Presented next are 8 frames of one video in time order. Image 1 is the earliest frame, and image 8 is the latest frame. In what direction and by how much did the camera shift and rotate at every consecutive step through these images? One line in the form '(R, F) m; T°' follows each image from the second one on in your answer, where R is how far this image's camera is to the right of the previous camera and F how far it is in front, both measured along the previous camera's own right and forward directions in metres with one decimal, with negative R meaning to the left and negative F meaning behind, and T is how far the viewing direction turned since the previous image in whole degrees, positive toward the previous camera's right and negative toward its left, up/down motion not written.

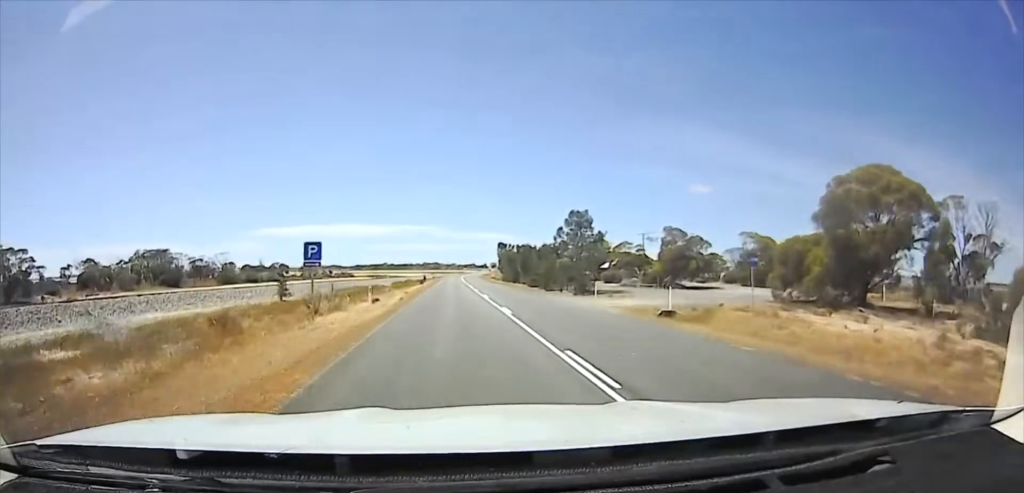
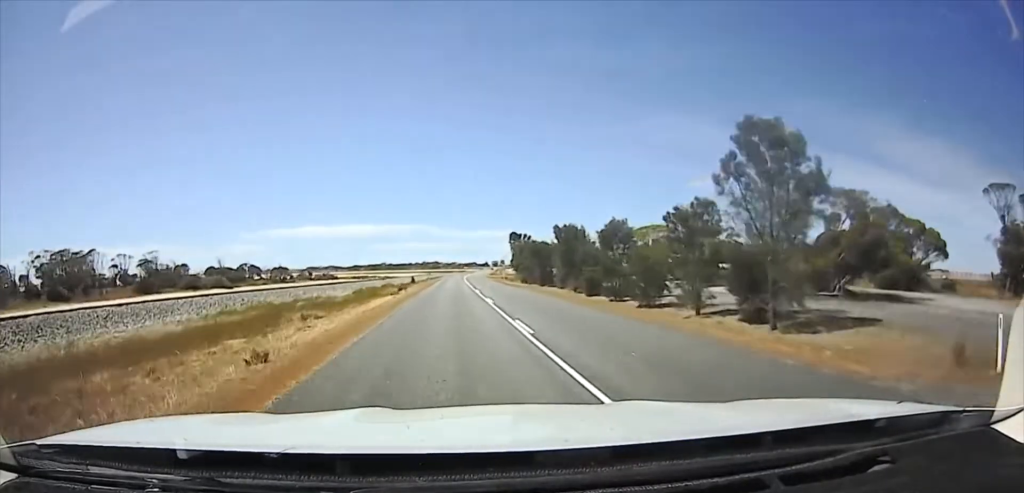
(0.0, +25.0) m; 0°
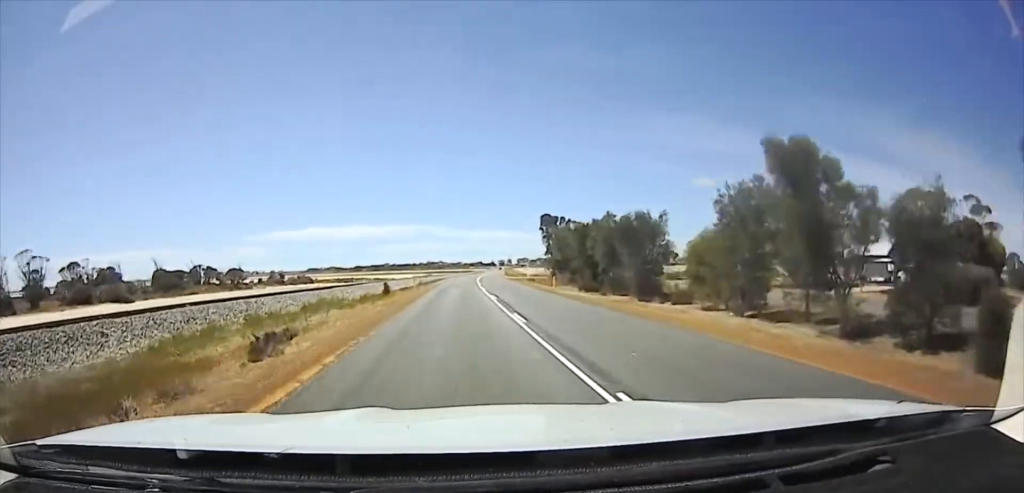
(-0.1, +29.0) m; 0°
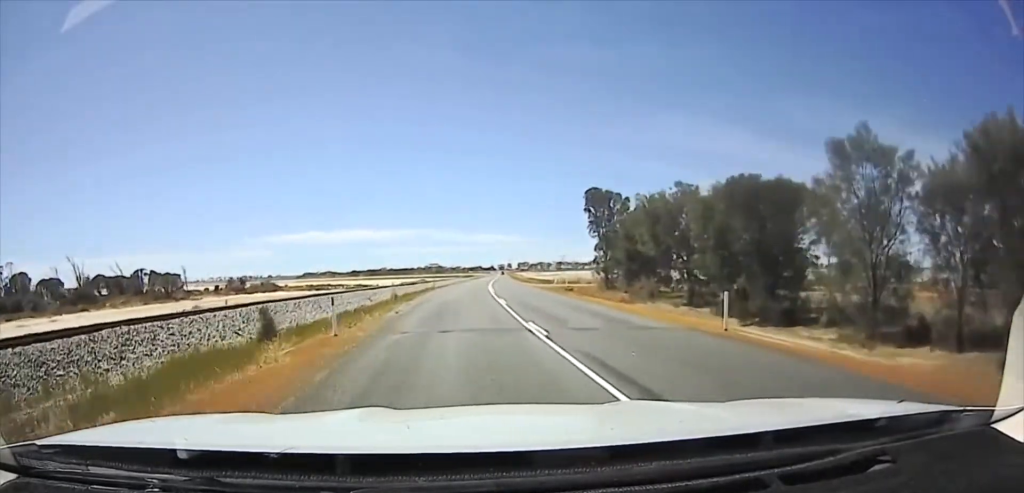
(-0.1, +23.5) m; +1°
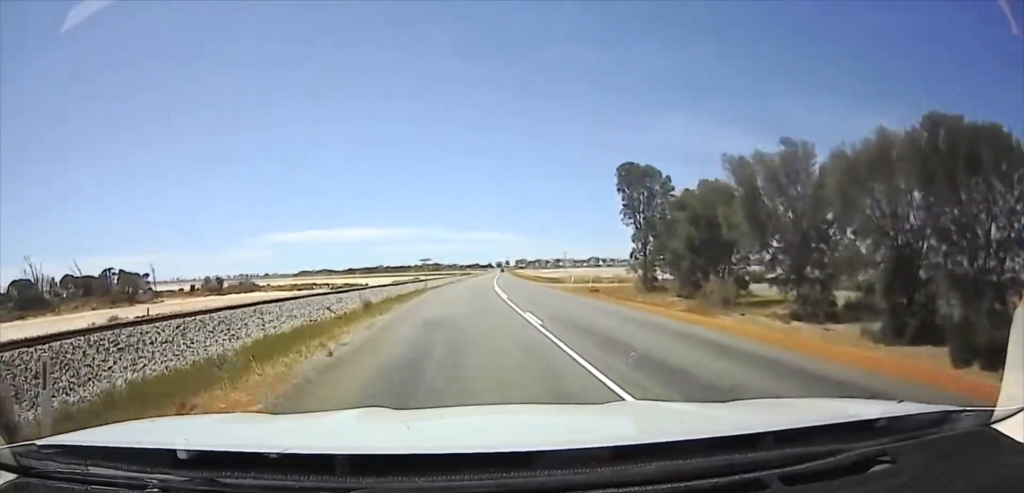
(+0.1, +11.1) m; +1°
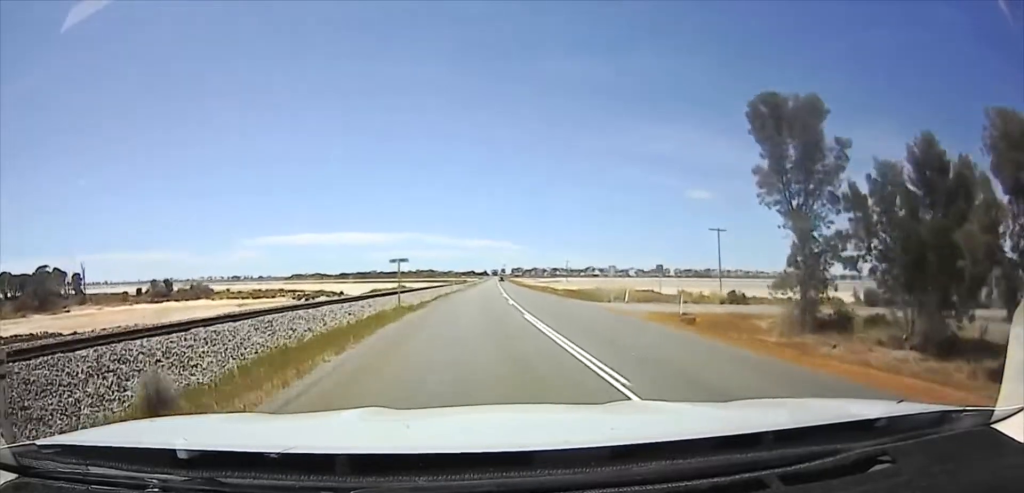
(+0.2, +19.5) m; 0°
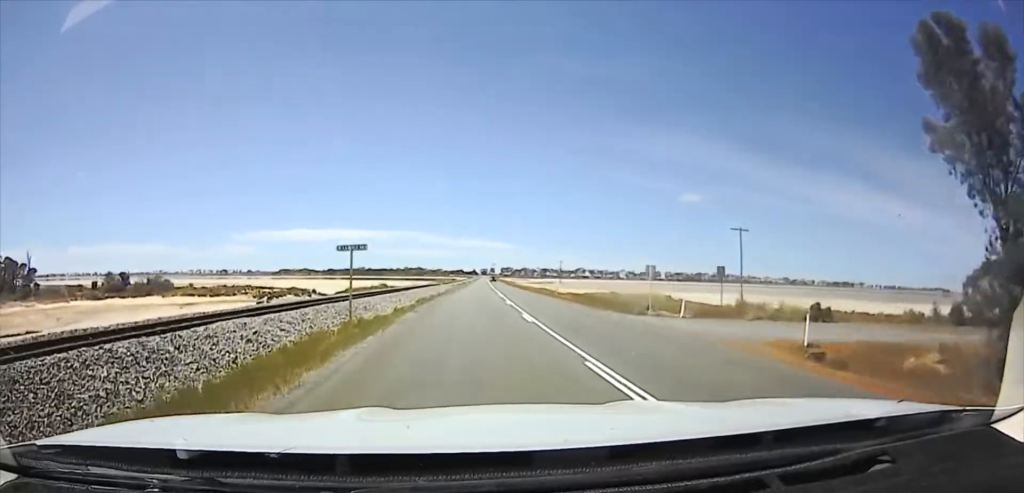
(+0.2, +13.2) m; 0°
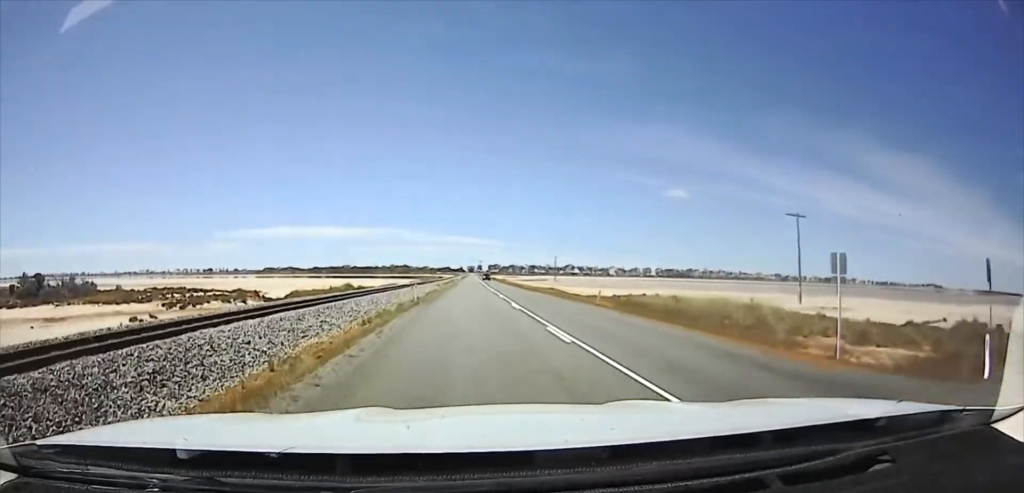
(-0.4, +19.7) m; -1°
